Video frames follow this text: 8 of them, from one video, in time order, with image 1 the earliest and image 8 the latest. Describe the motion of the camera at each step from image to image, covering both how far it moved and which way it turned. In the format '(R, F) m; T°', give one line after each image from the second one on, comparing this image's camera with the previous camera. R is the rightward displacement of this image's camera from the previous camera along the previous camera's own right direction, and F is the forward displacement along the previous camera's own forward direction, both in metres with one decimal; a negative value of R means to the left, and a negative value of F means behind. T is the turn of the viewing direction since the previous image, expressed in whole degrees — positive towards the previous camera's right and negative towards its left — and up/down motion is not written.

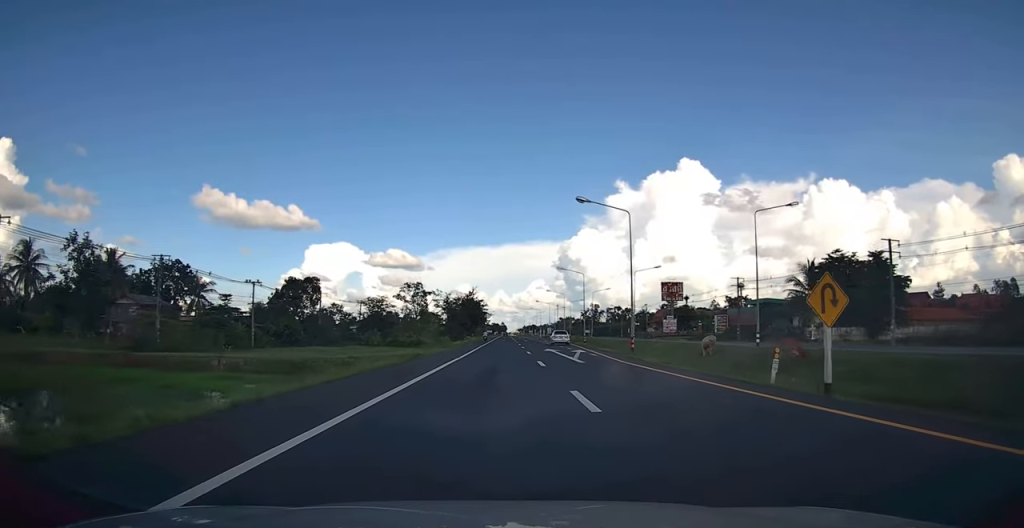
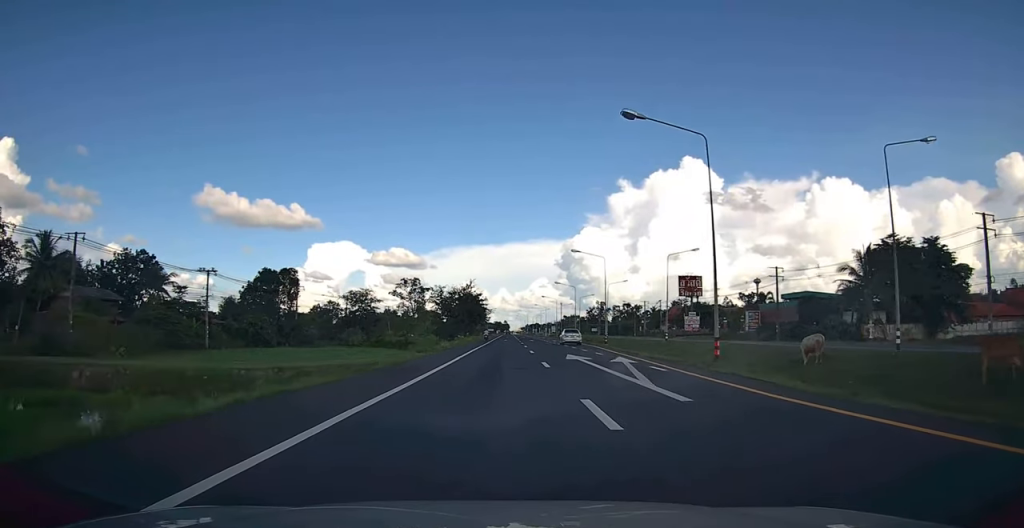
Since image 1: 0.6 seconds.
(-0.1, +13.6) m; 0°
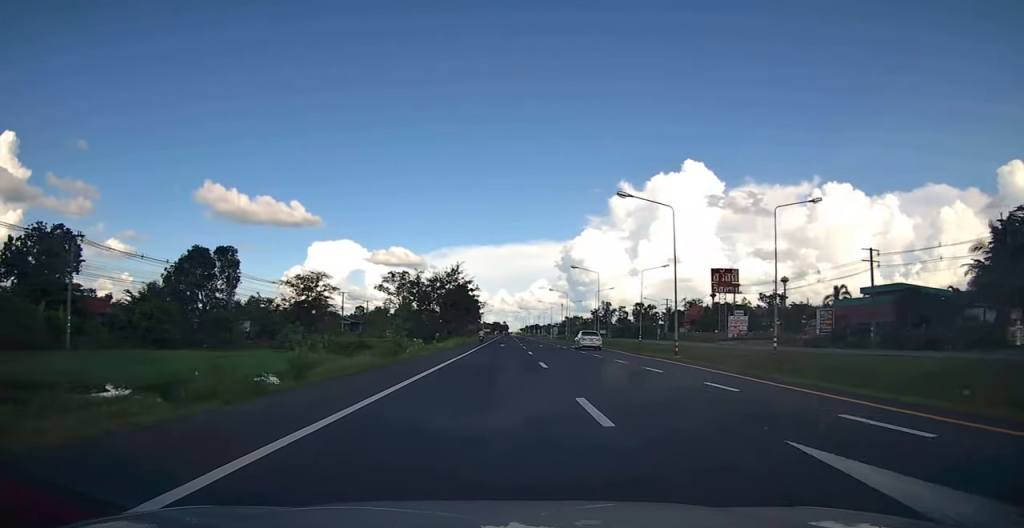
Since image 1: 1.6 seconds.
(0.0, +23.7) m; 0°
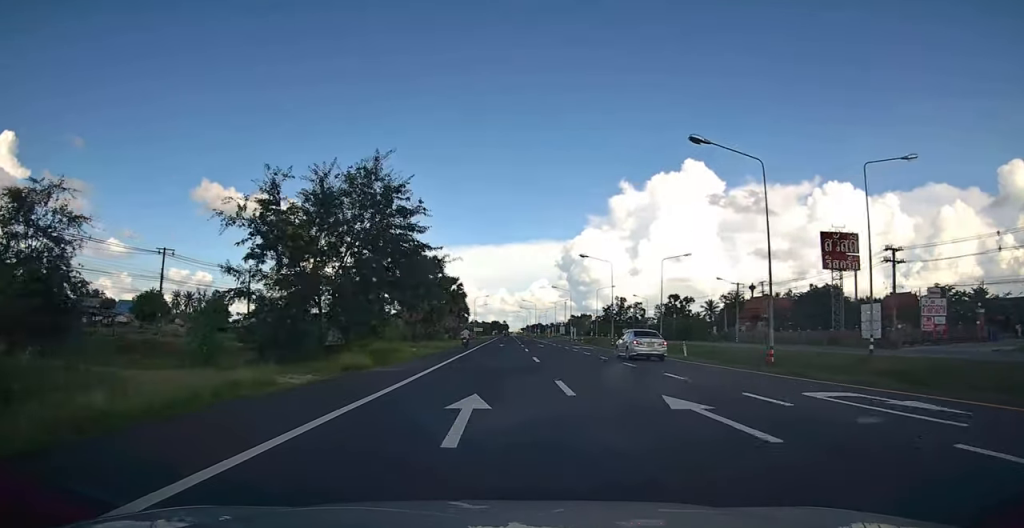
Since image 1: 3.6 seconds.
(+0.2, +44.5) m; 0°
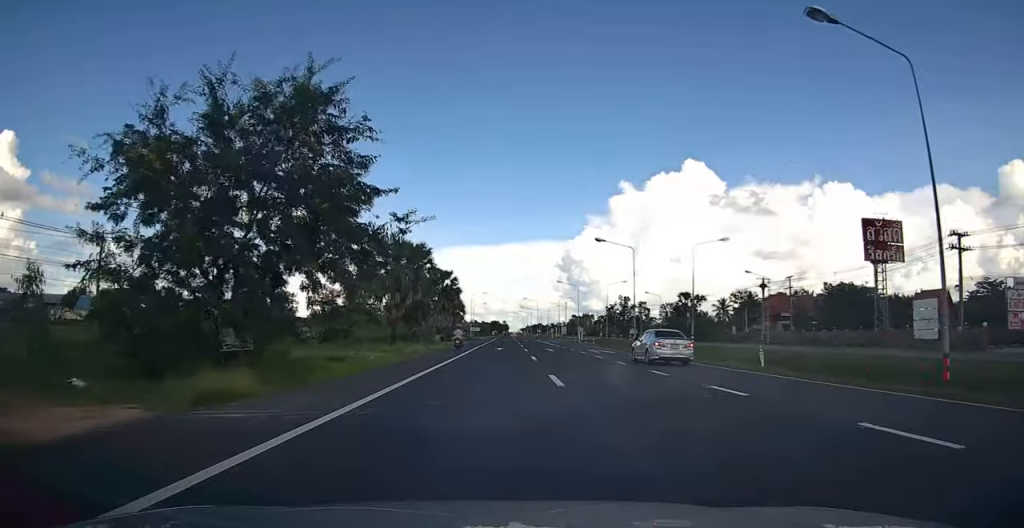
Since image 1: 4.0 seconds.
(0.0, +10.1) m; 0°
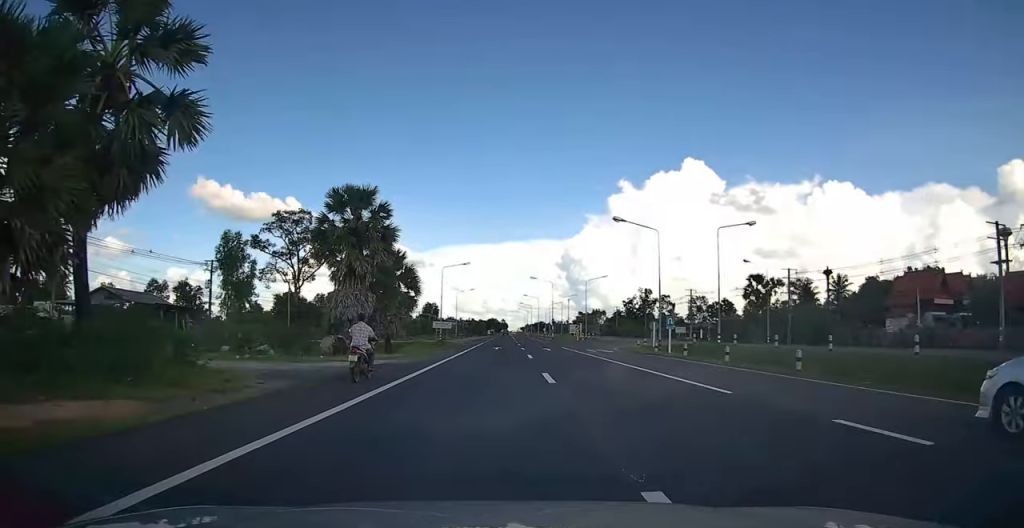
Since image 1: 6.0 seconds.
(-0.1, +47.7) m; 0°
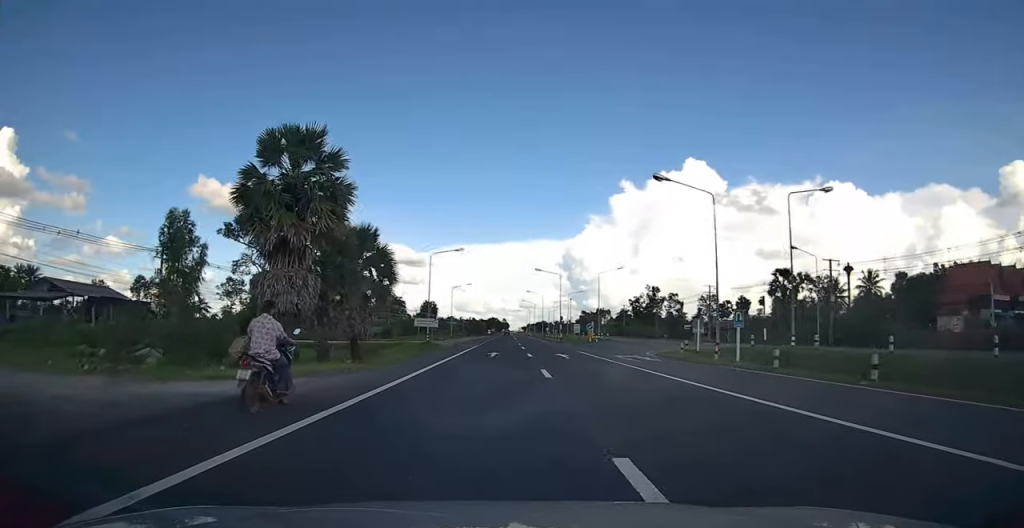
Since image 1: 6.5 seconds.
(0.0, +10.9) m; 0°
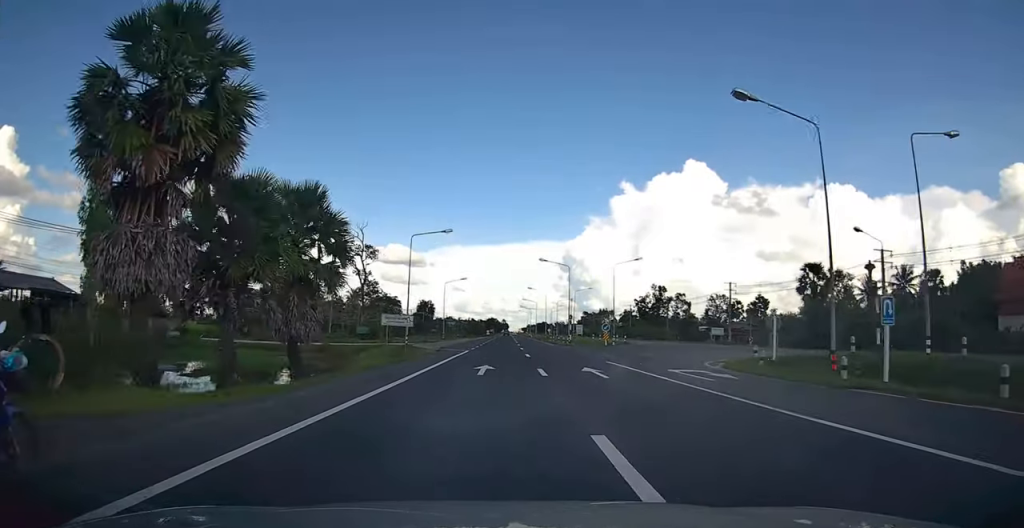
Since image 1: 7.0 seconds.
(0.0, +10.9) m; 0°
